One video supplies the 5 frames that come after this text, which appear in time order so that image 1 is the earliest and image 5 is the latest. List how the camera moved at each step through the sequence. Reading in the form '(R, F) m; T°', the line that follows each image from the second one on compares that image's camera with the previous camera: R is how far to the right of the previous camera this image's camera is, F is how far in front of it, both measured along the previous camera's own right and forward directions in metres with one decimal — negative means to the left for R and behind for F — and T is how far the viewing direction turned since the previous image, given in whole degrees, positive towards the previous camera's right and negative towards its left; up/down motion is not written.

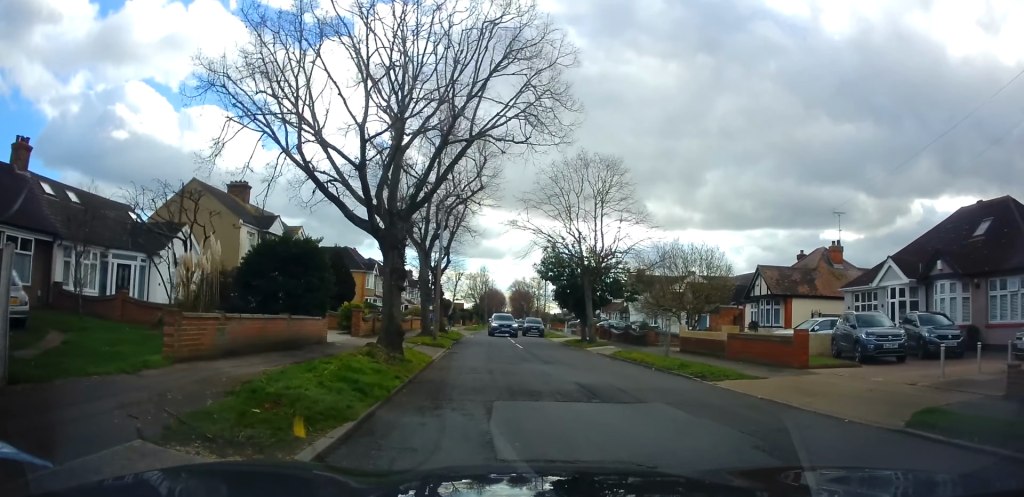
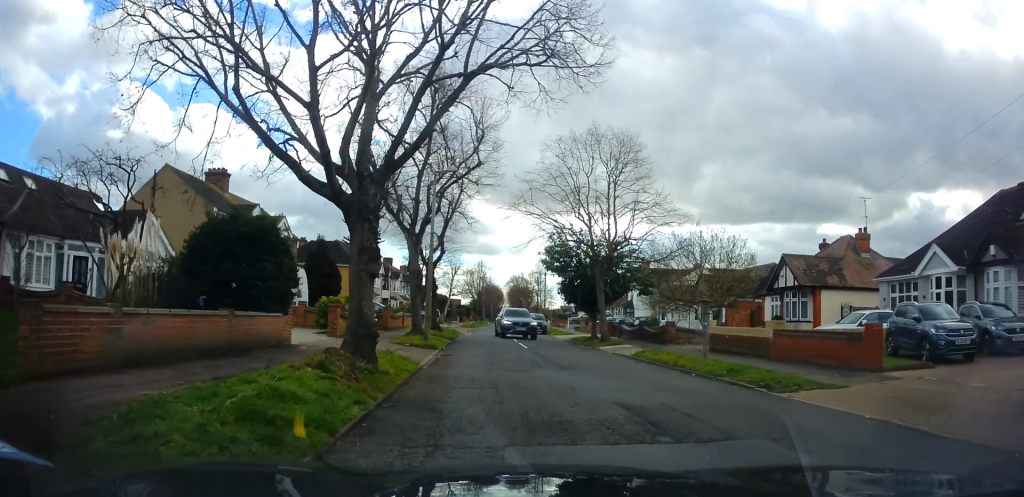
(0.0, +3.4) m; +1°
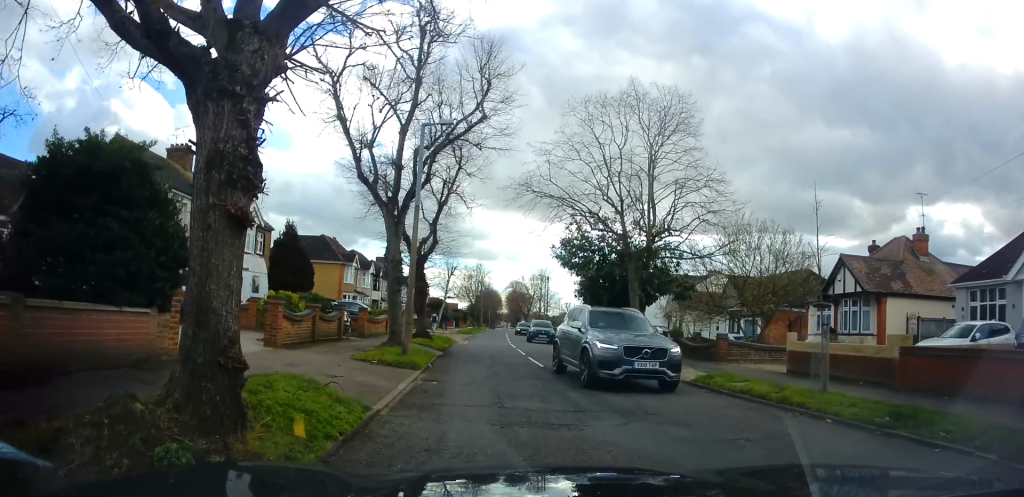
(+0.2, +5.9) m; +2°
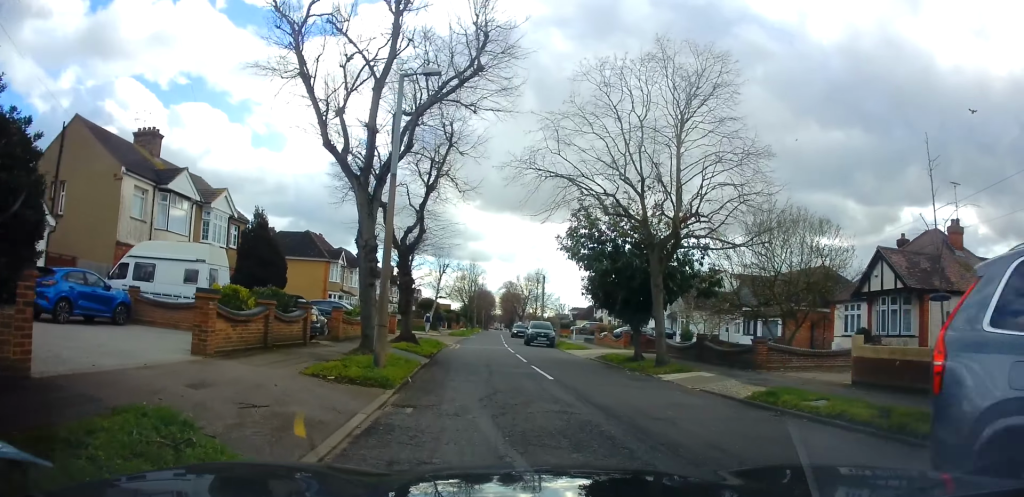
(-0.1, +3.5) m; 0°
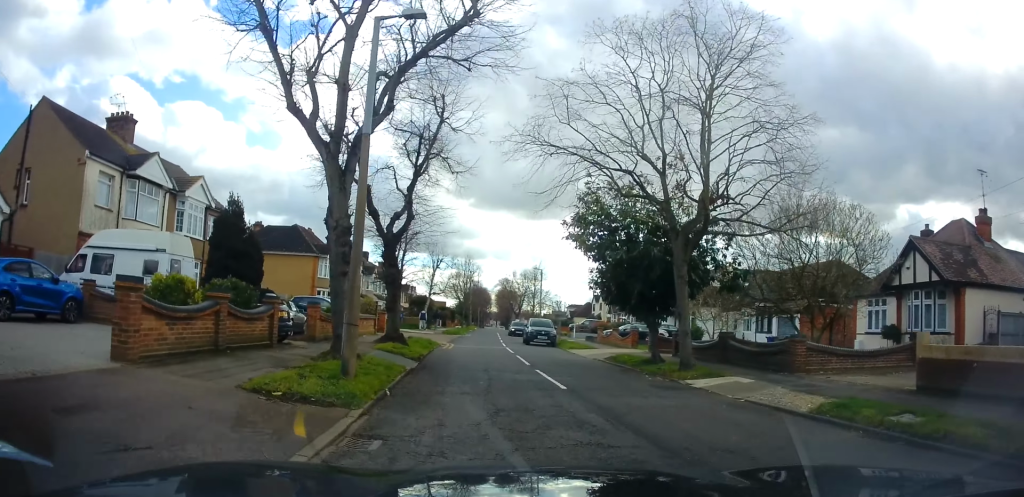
(-0.1, +2.3) m; 0°
